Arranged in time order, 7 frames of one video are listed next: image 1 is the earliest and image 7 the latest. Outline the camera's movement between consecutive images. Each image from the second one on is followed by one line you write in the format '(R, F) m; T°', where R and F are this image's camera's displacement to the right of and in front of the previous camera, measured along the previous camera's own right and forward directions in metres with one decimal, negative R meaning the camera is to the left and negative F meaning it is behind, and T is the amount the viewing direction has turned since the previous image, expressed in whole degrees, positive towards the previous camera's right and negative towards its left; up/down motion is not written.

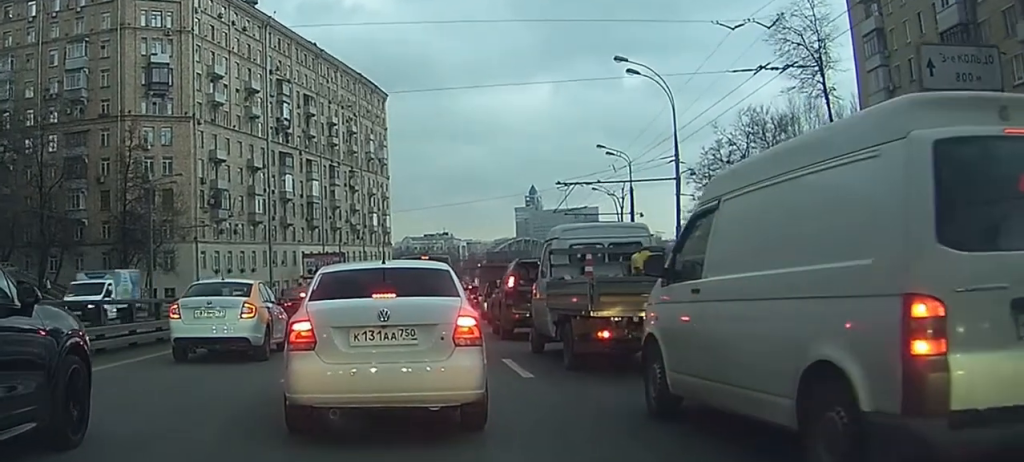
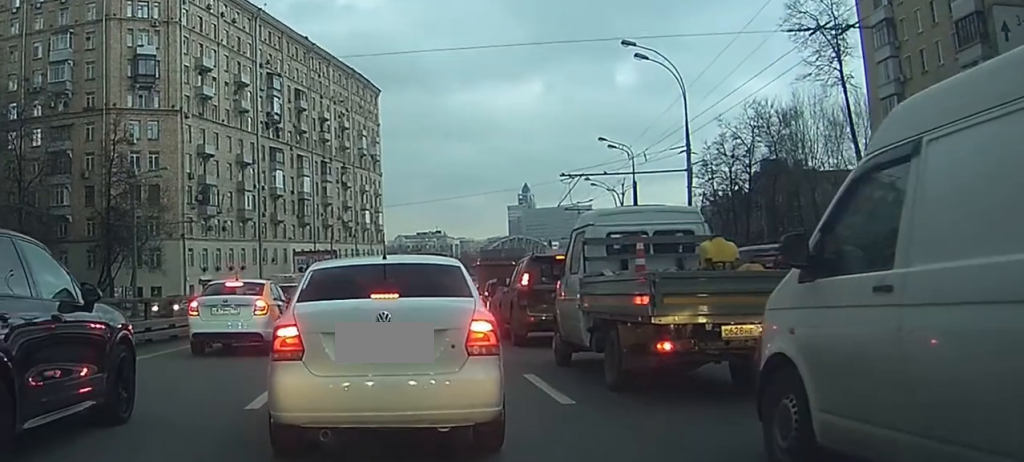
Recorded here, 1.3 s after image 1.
(0.0, +2.9) m; -1°
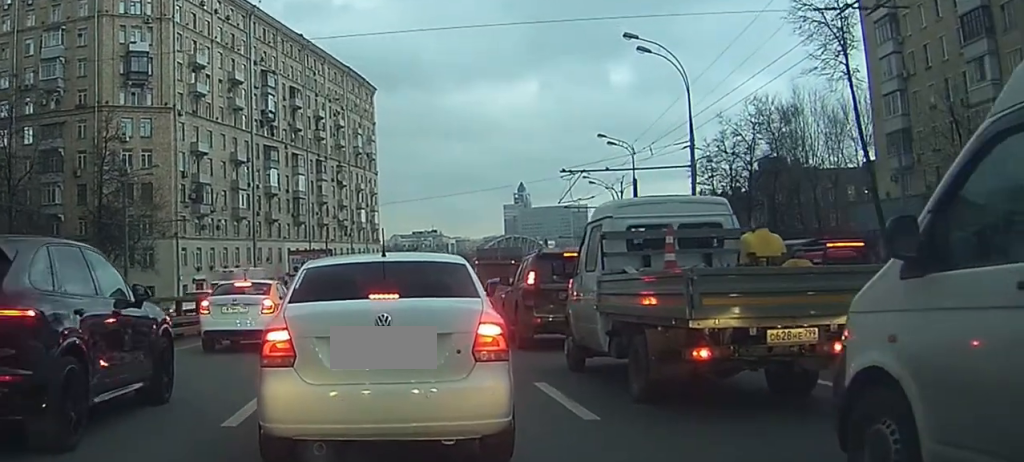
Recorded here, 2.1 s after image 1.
(0.0, +1.5) m; +2°
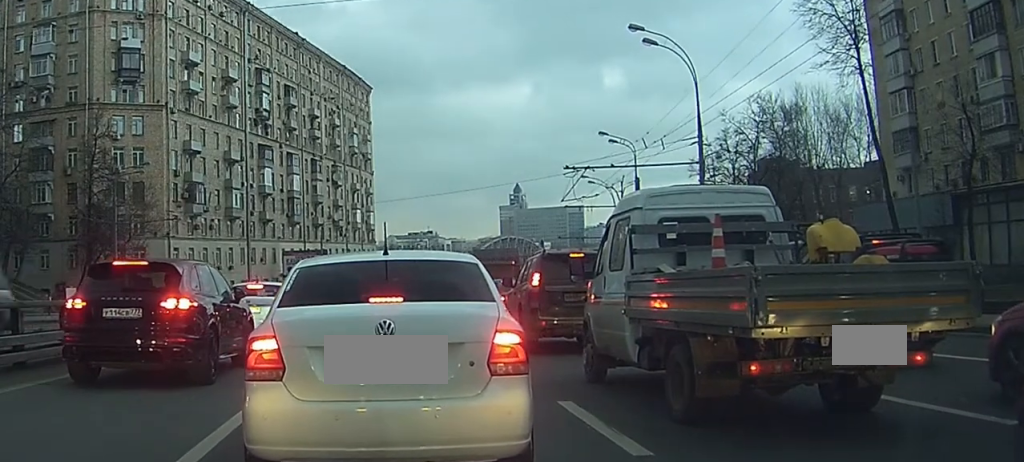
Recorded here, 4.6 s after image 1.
(+0.3, +3.1) m; +1°
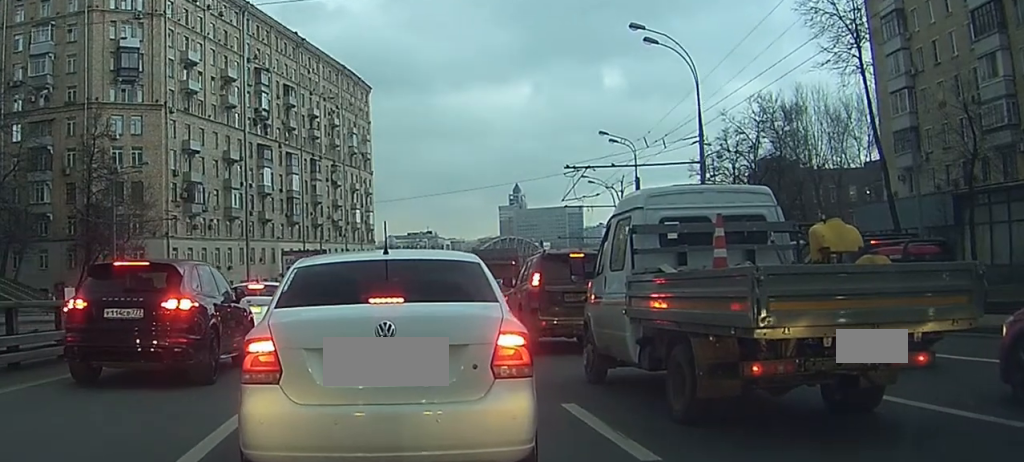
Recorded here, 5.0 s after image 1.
(+0.1, +0.3) m; 0°
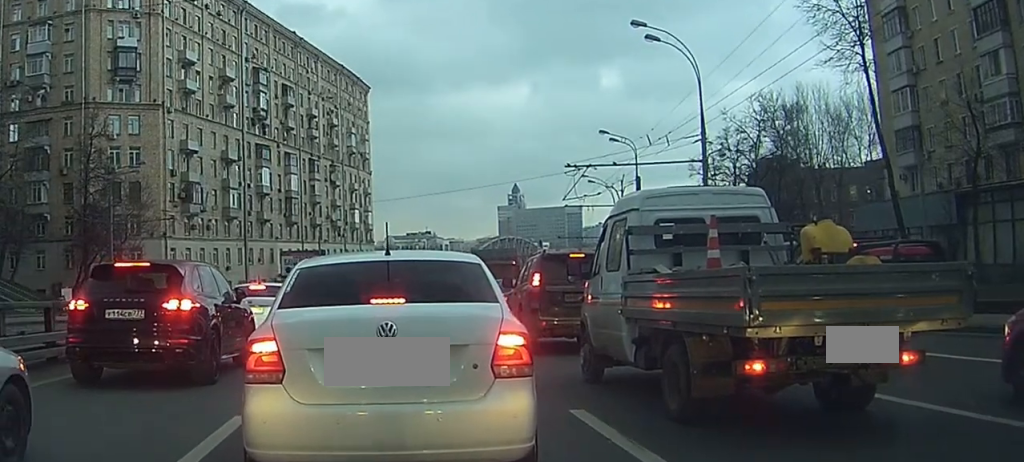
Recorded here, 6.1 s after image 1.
(+0.1, +0.7) m; 0°
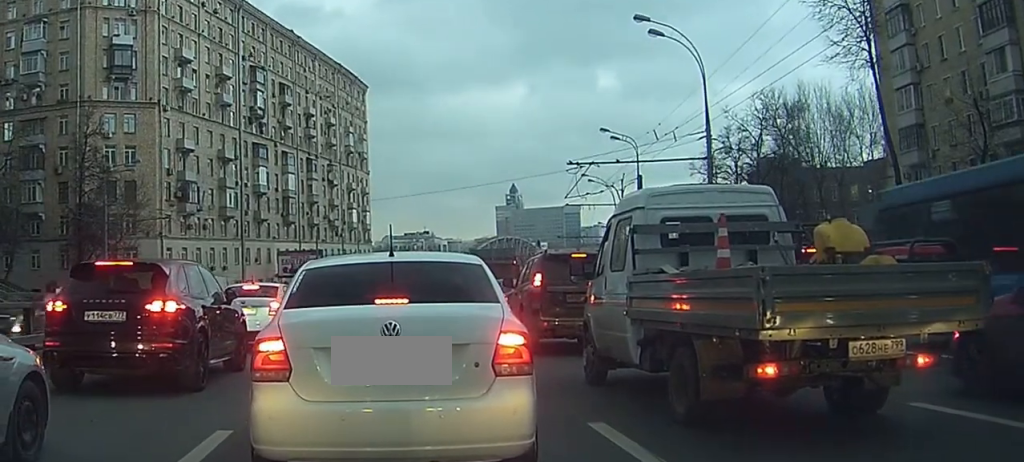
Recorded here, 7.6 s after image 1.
(0.0, +0.5) m; 0°
